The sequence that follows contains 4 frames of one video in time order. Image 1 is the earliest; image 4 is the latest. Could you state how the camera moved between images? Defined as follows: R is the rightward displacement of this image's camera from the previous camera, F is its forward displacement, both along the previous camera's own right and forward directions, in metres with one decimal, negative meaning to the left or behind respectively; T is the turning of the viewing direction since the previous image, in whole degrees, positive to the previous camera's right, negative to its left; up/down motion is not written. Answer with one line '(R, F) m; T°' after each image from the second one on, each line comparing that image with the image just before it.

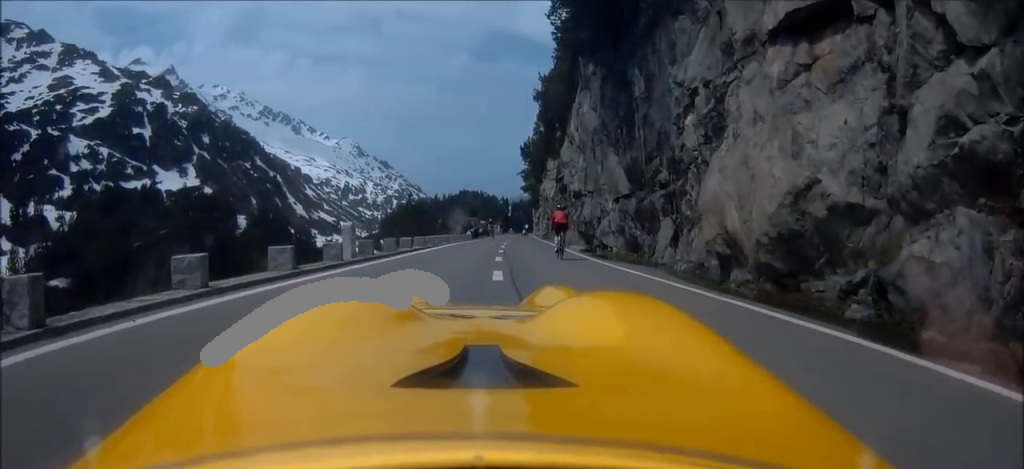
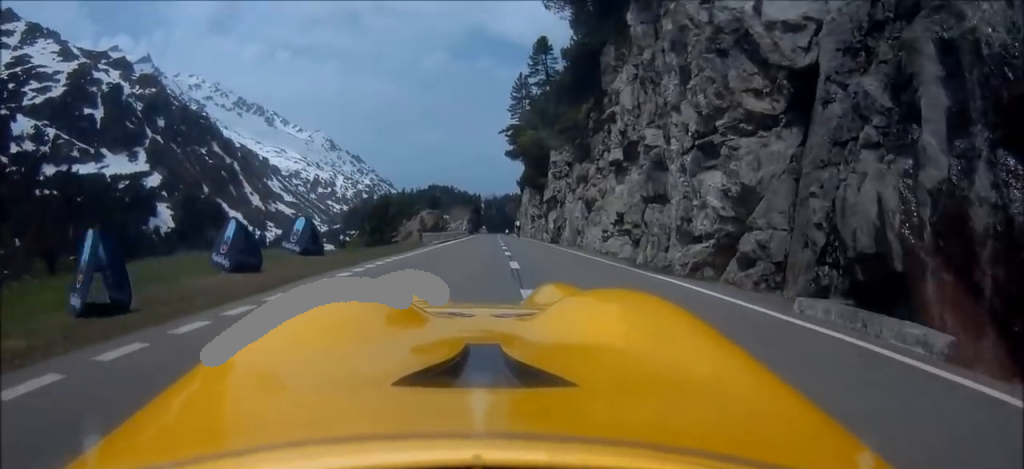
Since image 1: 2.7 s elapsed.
(+2.5, +56.5) m; +3°
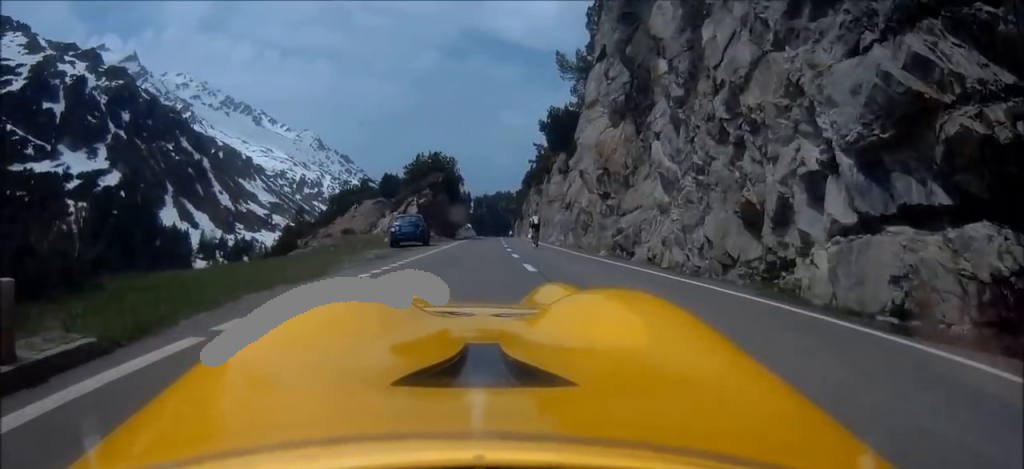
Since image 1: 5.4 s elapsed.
(+2.6, +59.7) m; +5°
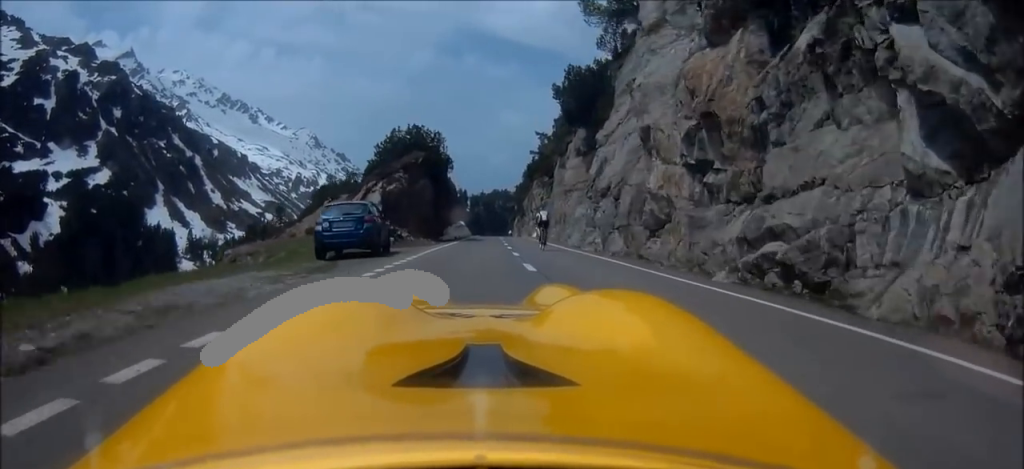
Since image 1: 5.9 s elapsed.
(-0.2, +12.1) m; +1°
